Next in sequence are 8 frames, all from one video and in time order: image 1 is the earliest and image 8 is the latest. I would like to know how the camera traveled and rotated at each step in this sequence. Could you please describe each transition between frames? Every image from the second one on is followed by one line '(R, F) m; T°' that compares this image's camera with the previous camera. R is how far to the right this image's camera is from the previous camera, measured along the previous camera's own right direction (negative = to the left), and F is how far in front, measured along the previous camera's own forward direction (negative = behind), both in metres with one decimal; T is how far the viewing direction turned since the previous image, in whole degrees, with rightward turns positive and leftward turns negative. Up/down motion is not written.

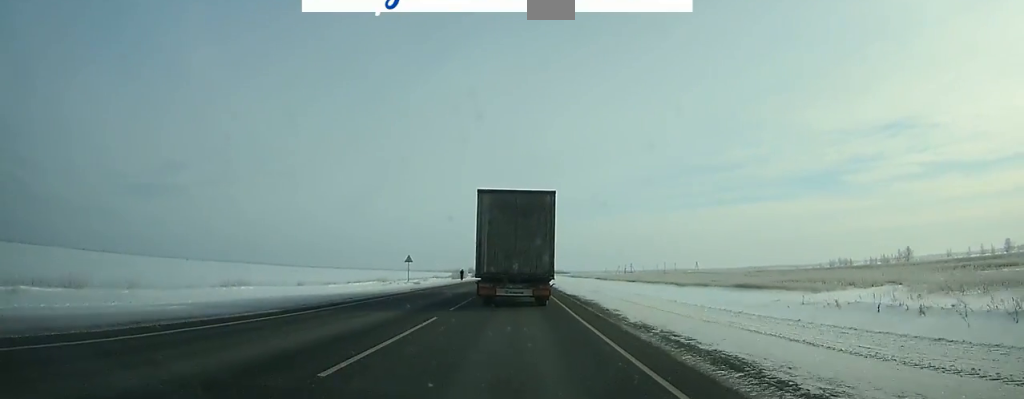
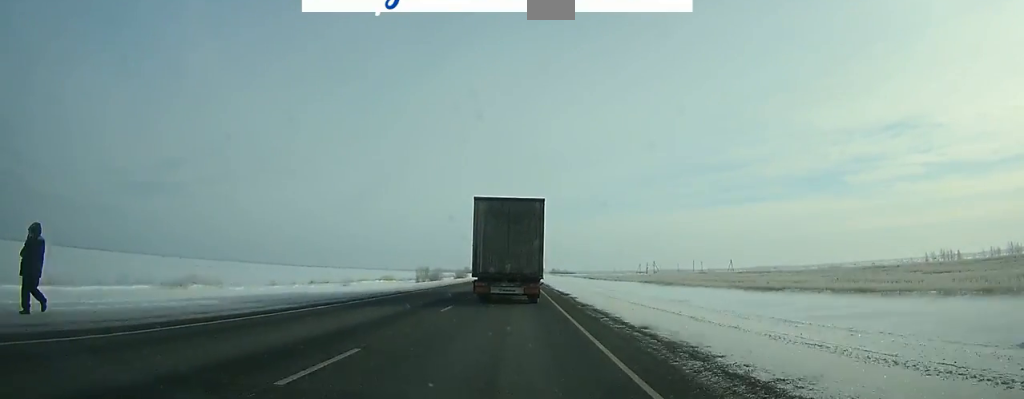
(+0.2, +75.1) m; 0°
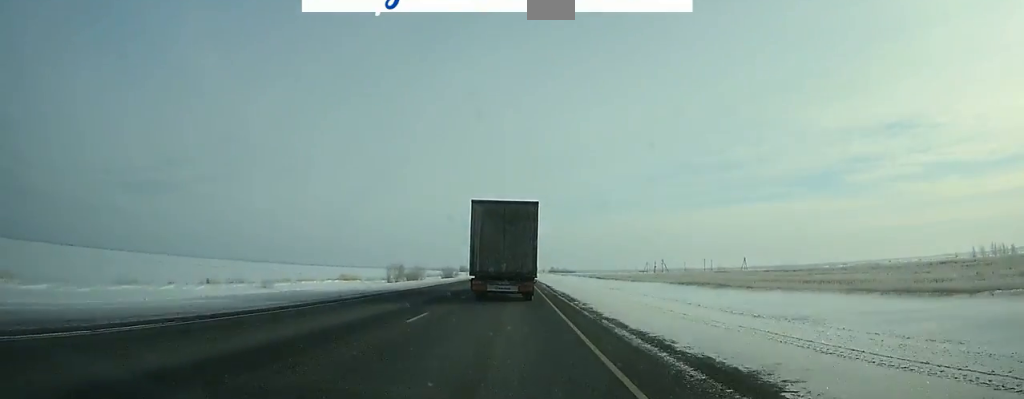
(-0.1, +28.9) m; 0°
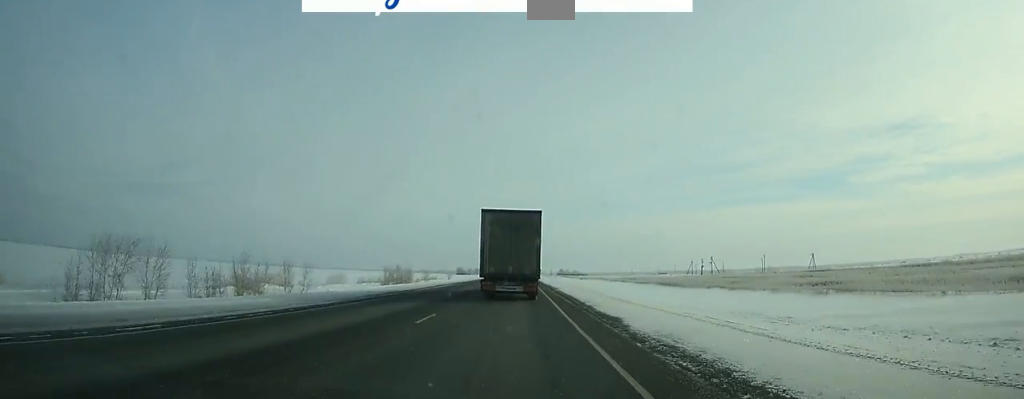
(0.0, +86.1) m; 0°
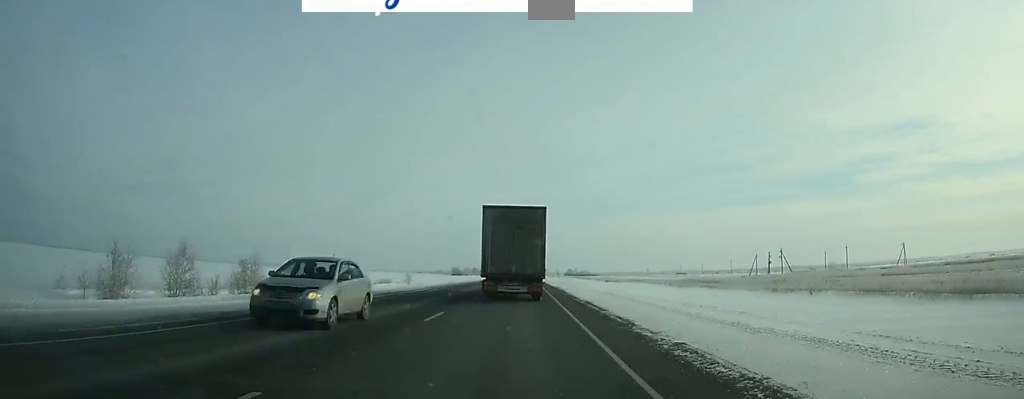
(-0.3, +72.3) m; 0°
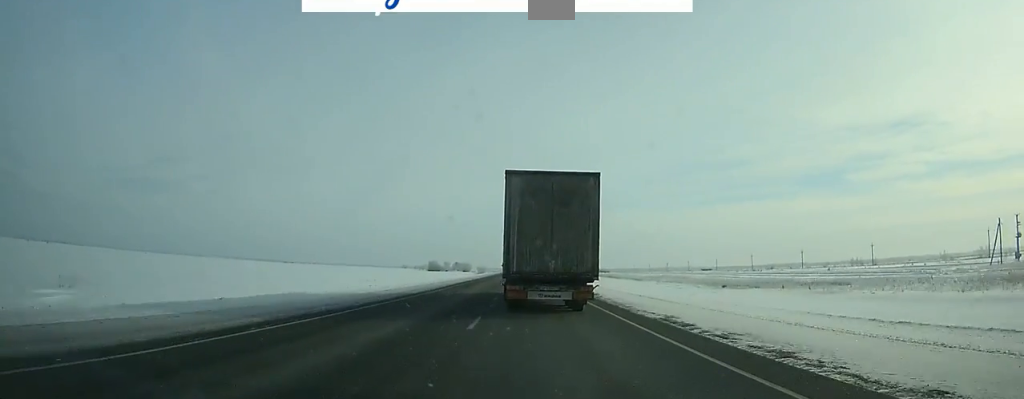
(+0.6, +105.5) m; +1°
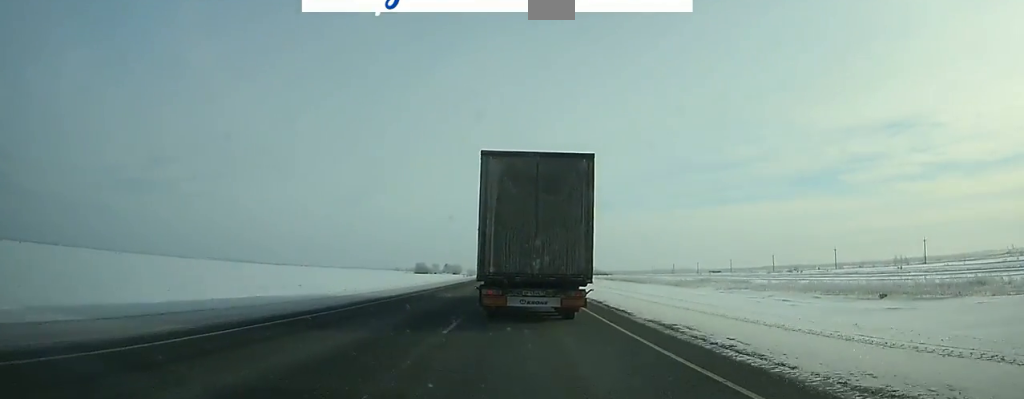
(0.0, +34.7) m; 0°
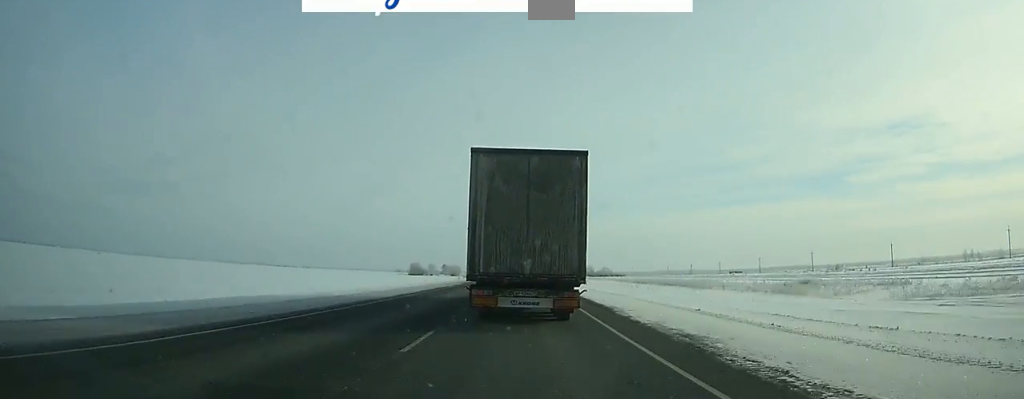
(+0.1, +38.7) m; 0°
